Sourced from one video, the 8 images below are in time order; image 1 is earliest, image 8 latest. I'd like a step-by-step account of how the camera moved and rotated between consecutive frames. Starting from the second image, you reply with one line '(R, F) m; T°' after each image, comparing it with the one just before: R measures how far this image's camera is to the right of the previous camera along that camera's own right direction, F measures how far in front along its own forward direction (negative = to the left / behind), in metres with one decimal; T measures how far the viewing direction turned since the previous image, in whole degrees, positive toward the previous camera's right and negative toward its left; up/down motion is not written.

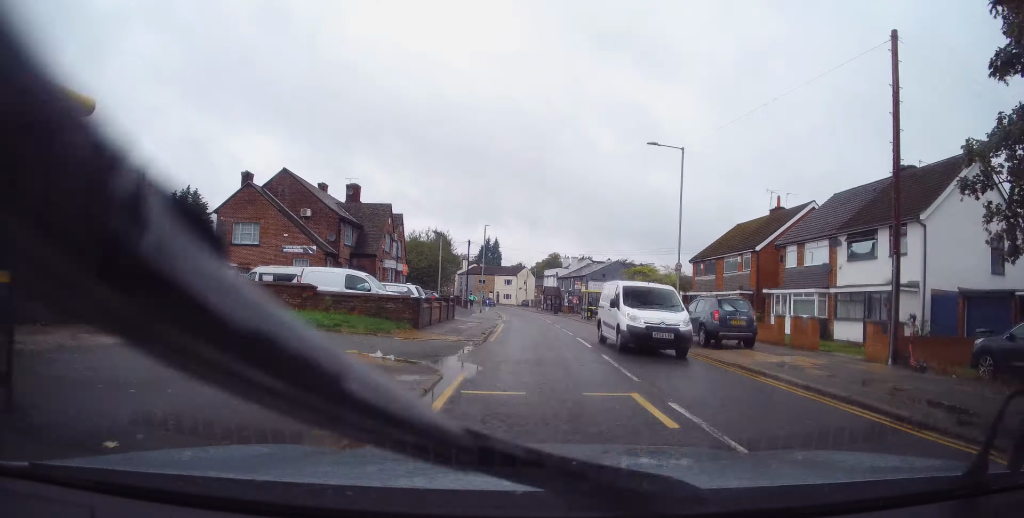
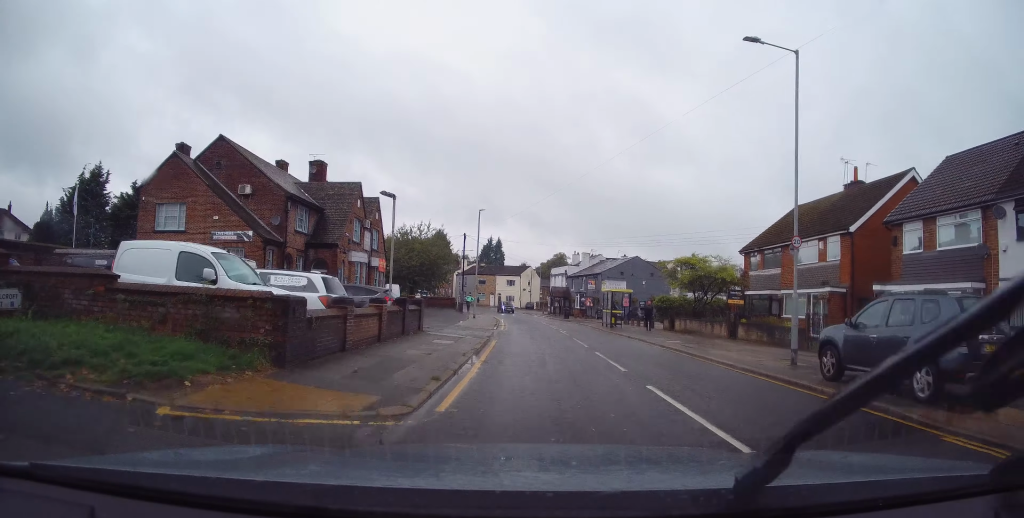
(-0.1, +10.1) m; -3°
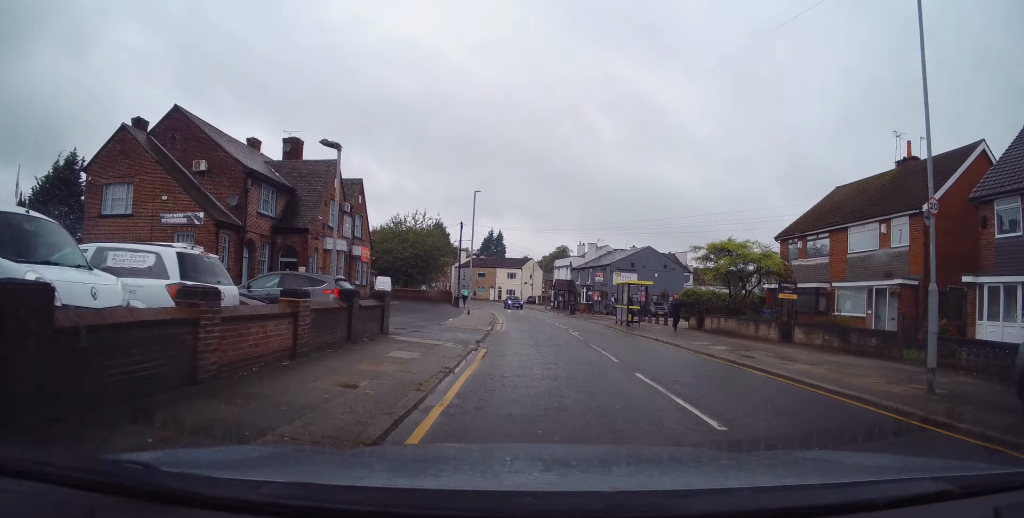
(-0.1, +5.1) m; -1°
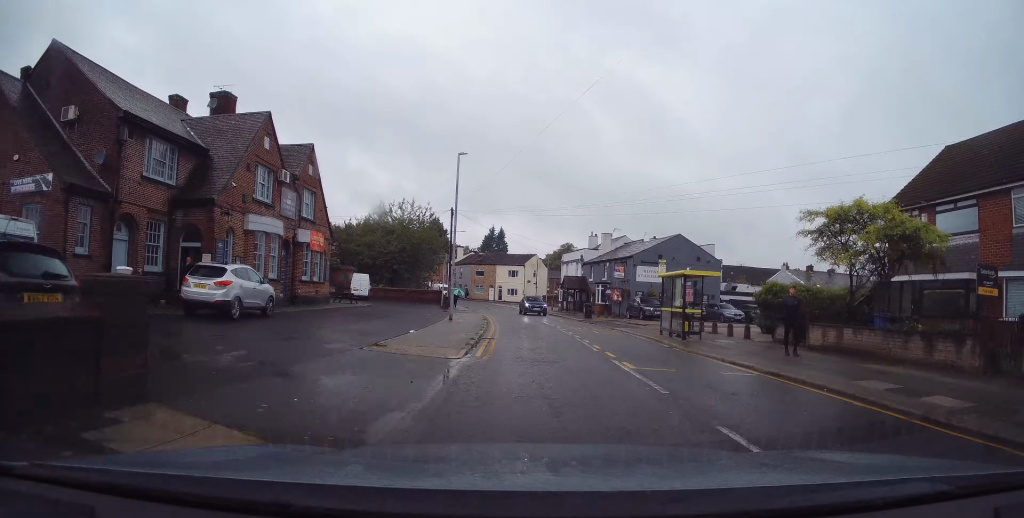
(+0.2, +9.9) m; +3°
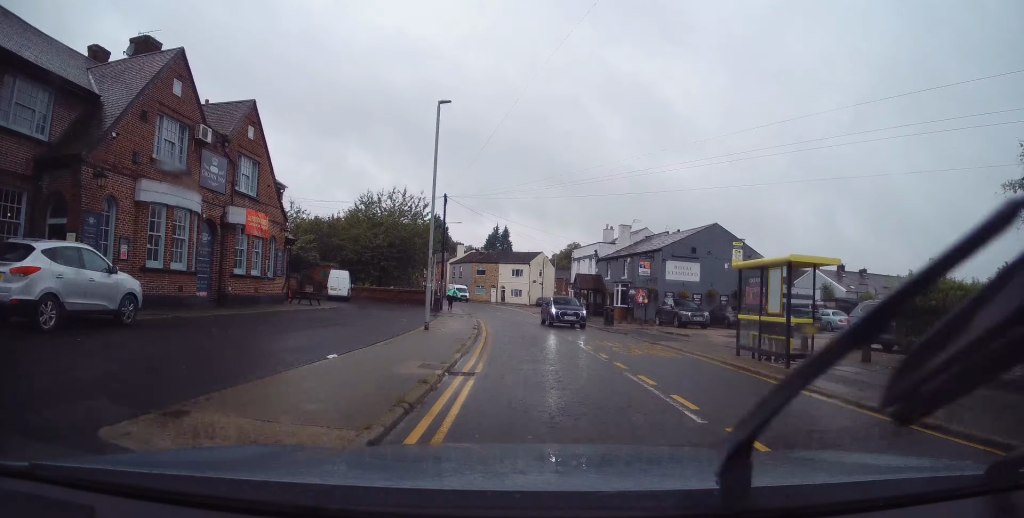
(+0.2, +7.7) m; +1°
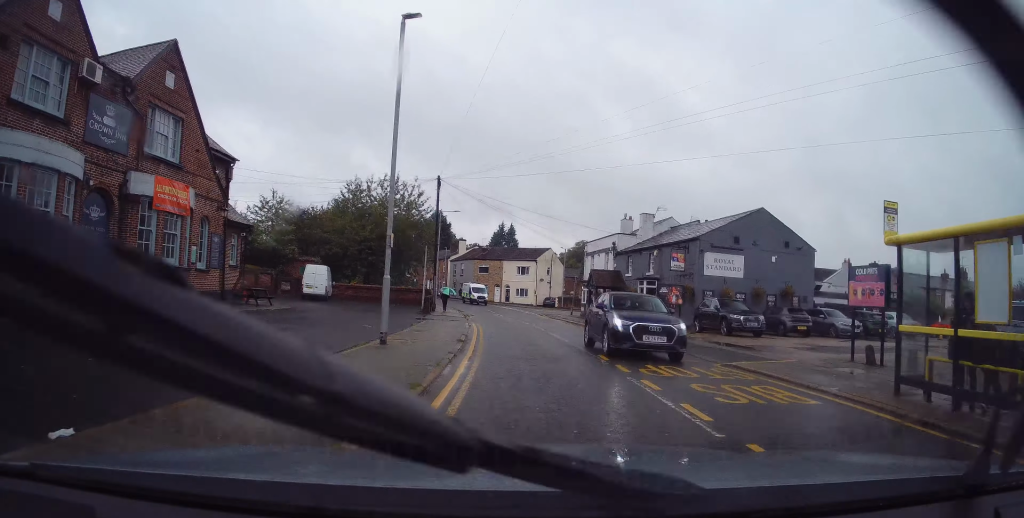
(-0.1, +6.6) m; -1°
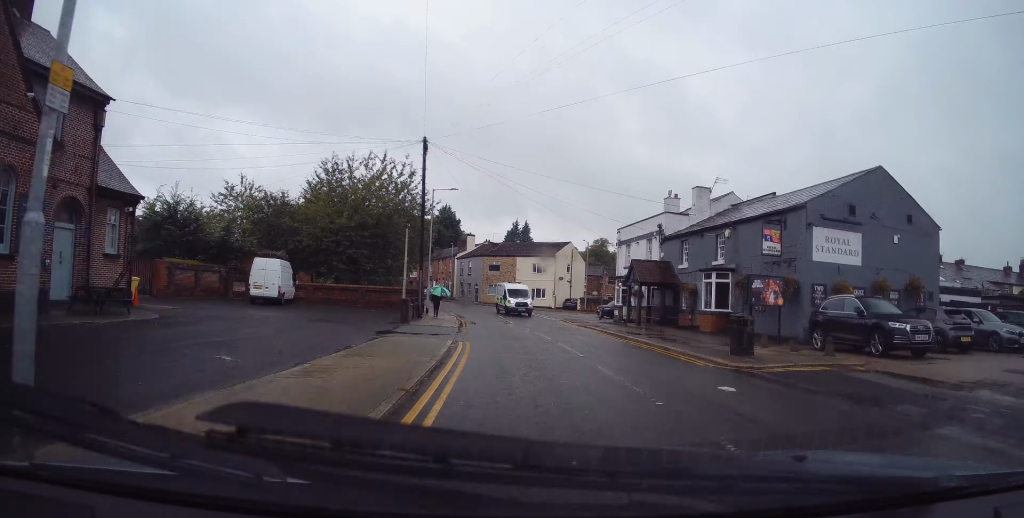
(-0.3, +10.5) m; -5°
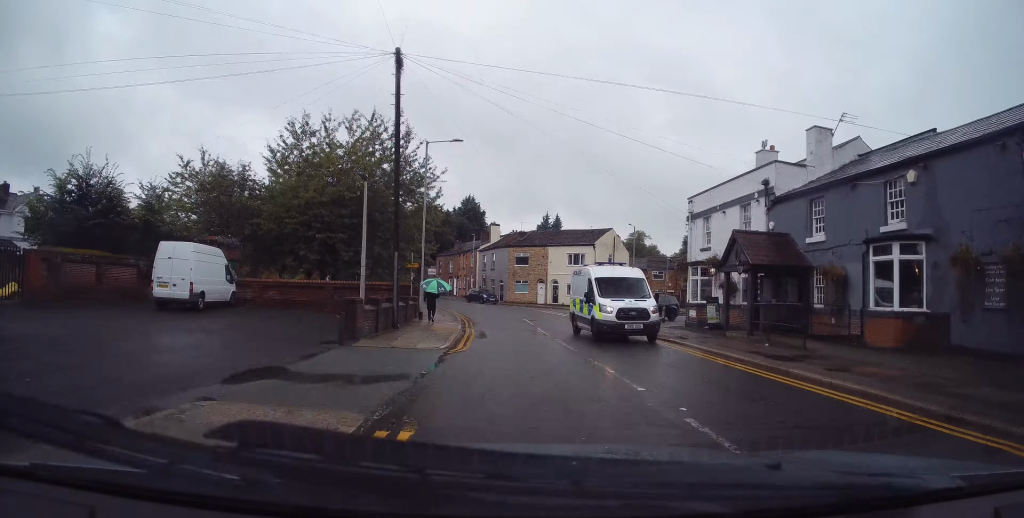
(-0.4, +11.2) m; 0°
